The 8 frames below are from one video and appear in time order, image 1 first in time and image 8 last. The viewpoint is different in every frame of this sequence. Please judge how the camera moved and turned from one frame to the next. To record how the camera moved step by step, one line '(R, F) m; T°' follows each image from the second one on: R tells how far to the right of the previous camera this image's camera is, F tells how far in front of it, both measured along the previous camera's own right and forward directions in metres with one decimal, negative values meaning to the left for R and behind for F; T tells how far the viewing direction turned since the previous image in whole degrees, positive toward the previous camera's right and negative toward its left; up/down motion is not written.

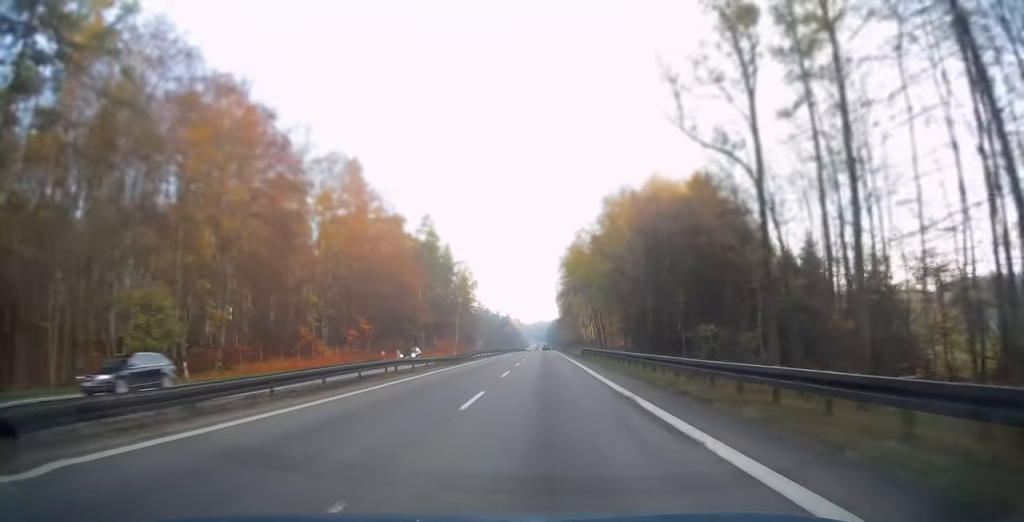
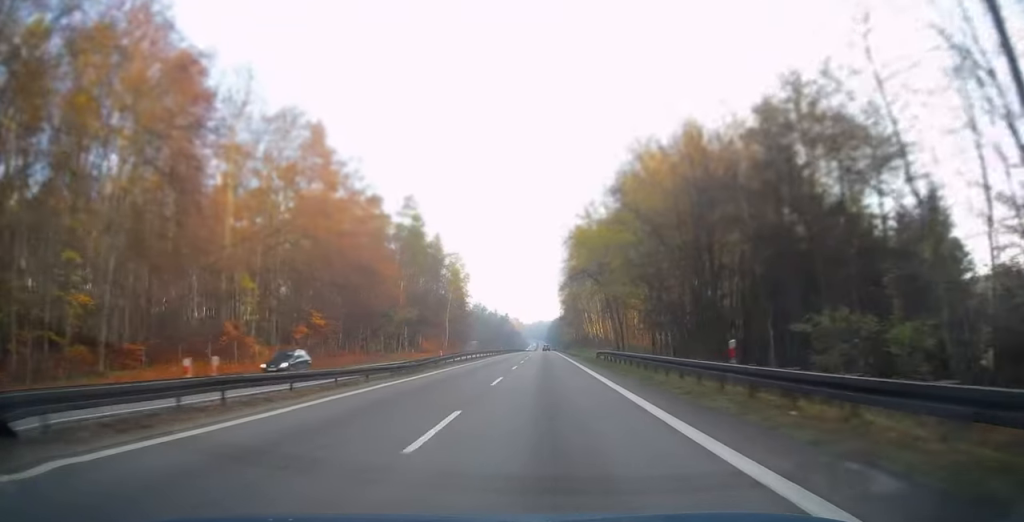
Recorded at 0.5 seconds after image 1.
(0.0, +16.7) m; 0°
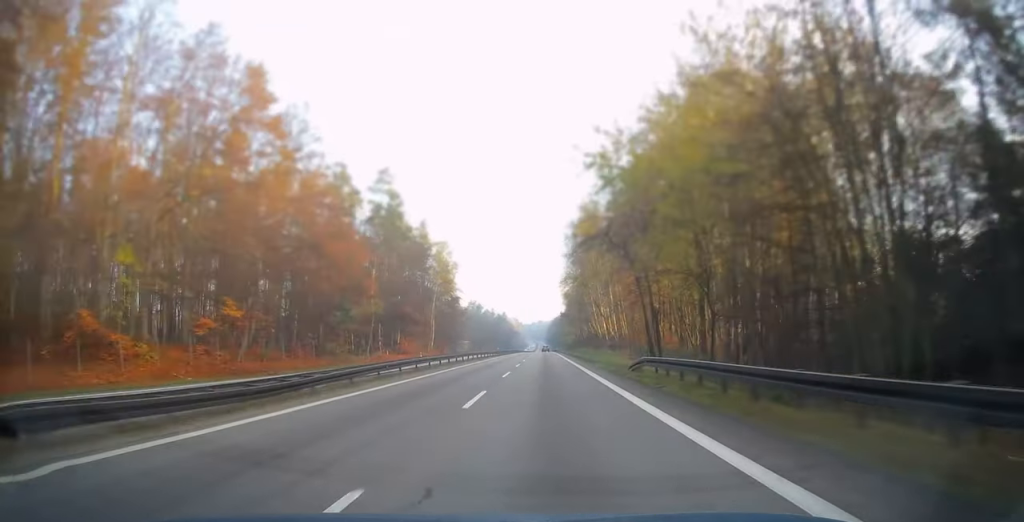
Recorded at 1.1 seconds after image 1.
(0.0, +18.1) m; 0°
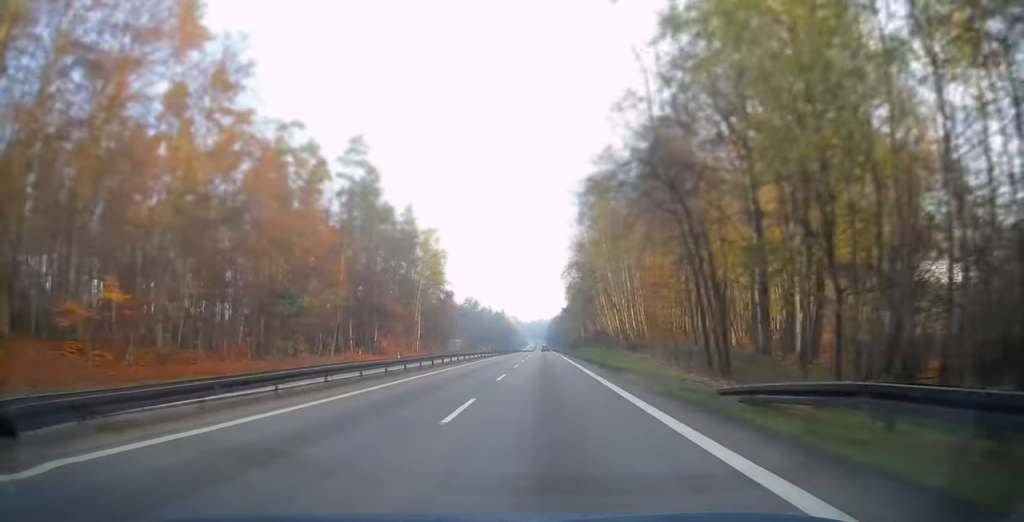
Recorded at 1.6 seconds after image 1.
(0.0, +14.5) m; 0°
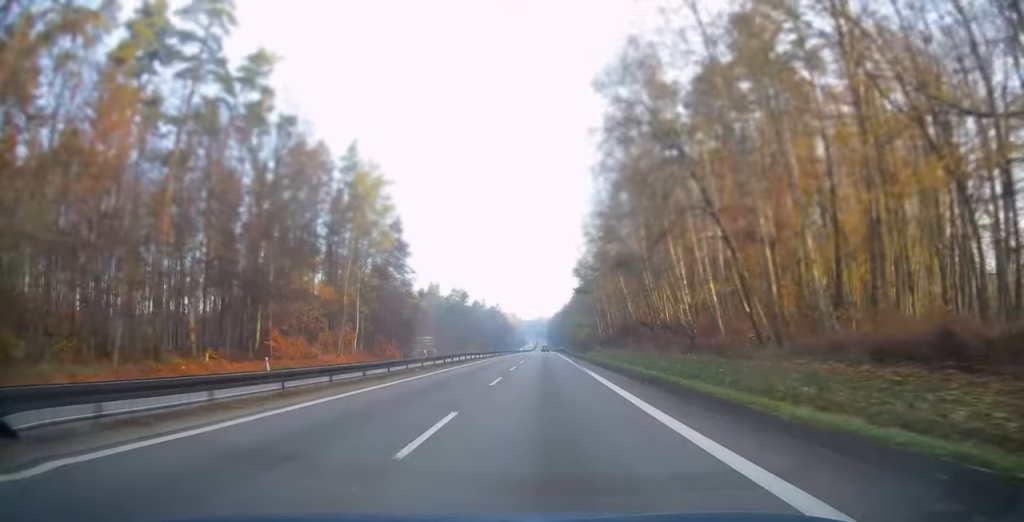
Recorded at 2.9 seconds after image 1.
(-0.1, +39.4) m; 0°
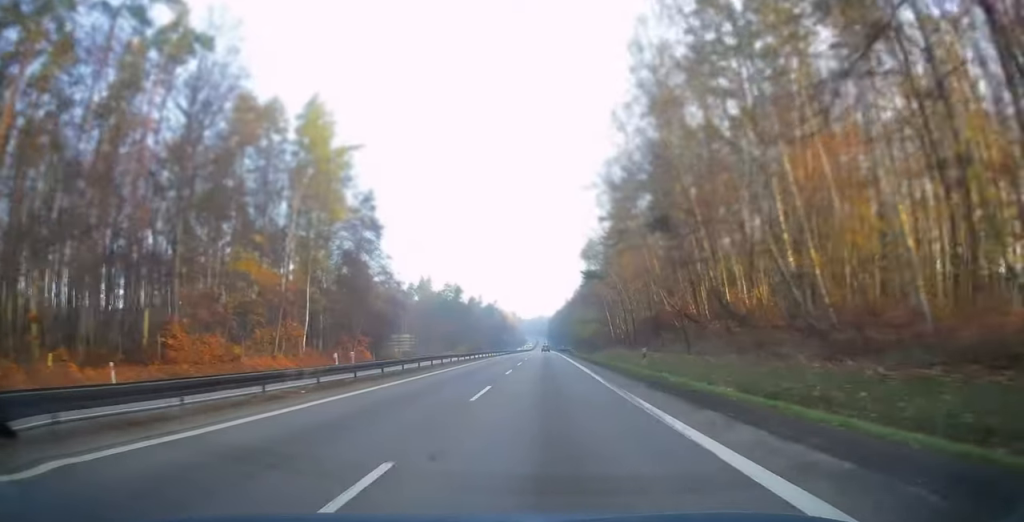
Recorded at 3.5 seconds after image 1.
(0.0, +17.2) m; 0°
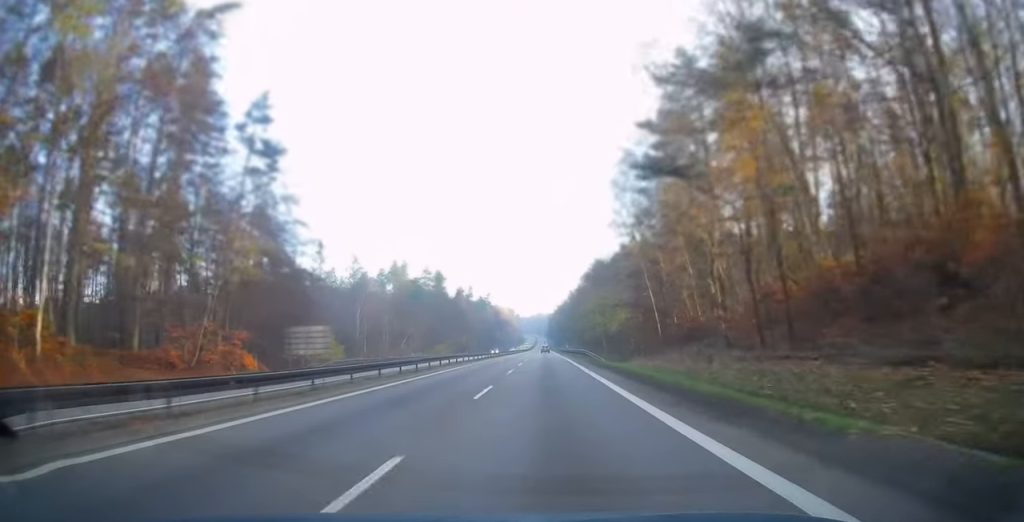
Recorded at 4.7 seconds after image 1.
(-0.2, +36.3) m; 0°
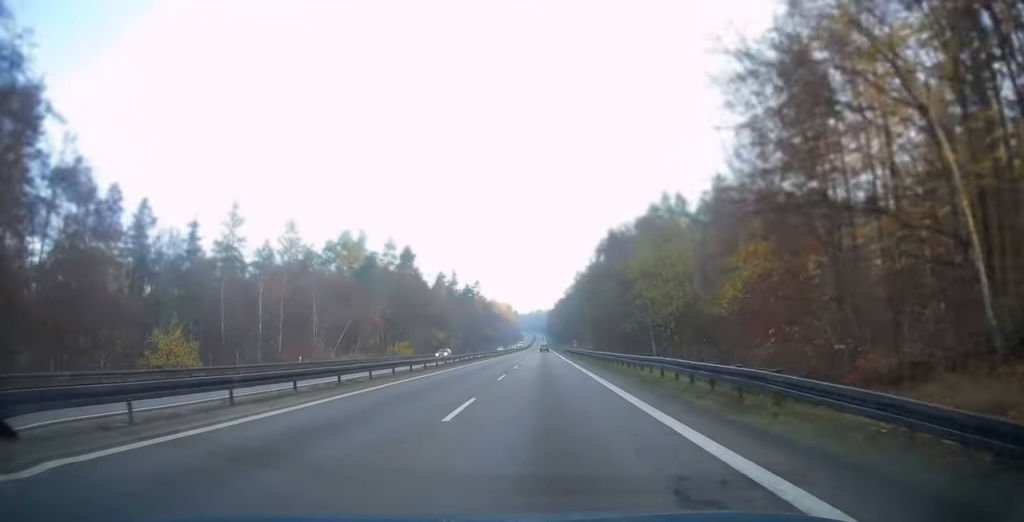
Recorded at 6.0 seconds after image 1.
(+0.3, +40.7) m; 0°
